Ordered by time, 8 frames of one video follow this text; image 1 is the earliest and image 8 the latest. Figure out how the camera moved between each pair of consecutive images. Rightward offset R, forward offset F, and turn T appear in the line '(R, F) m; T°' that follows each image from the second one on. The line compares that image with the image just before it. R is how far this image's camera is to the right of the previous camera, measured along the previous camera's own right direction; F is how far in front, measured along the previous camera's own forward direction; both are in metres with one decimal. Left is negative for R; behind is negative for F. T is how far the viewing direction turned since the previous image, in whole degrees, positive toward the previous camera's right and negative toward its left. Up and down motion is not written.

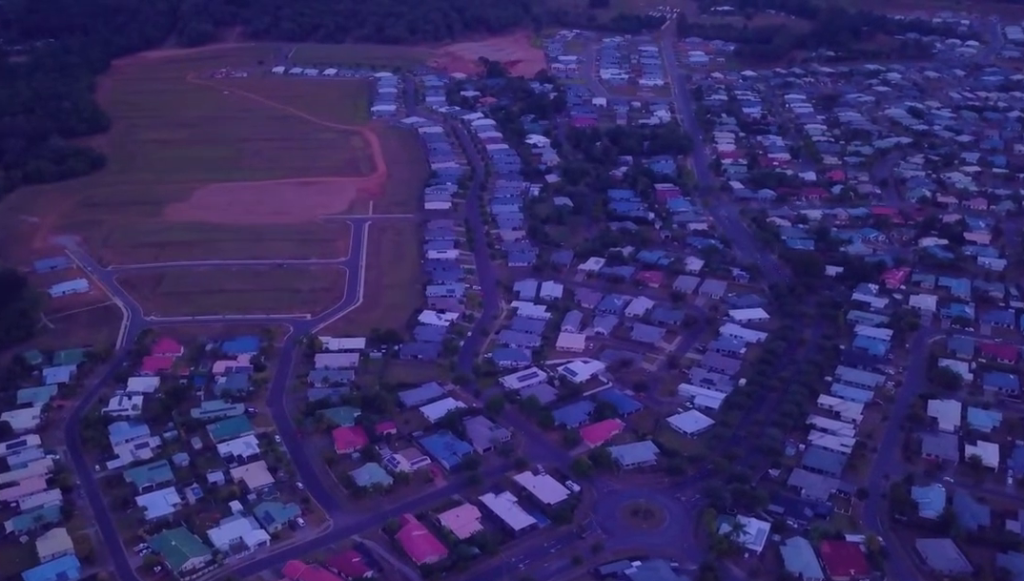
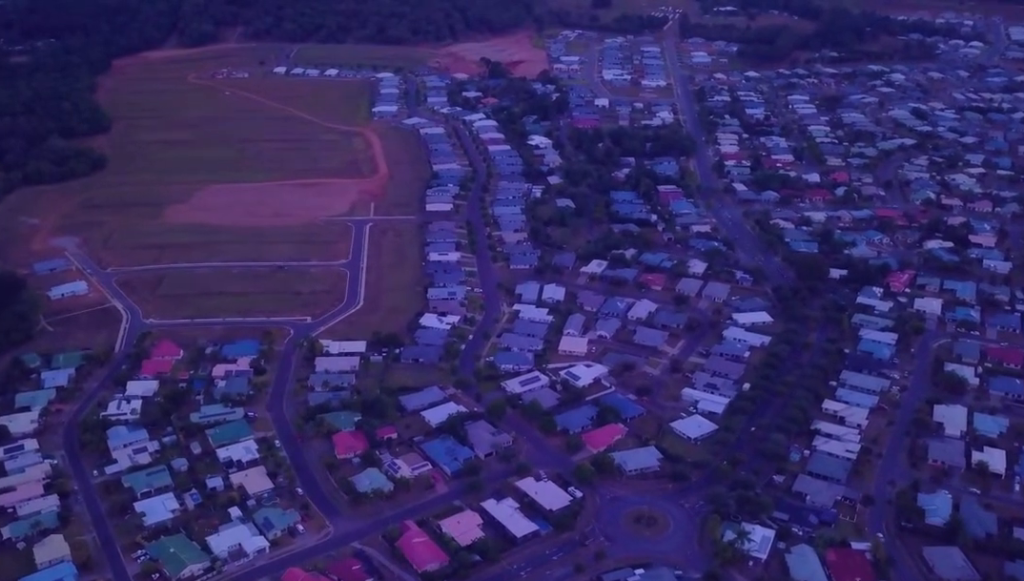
(0.0, +6.2) m; 0°
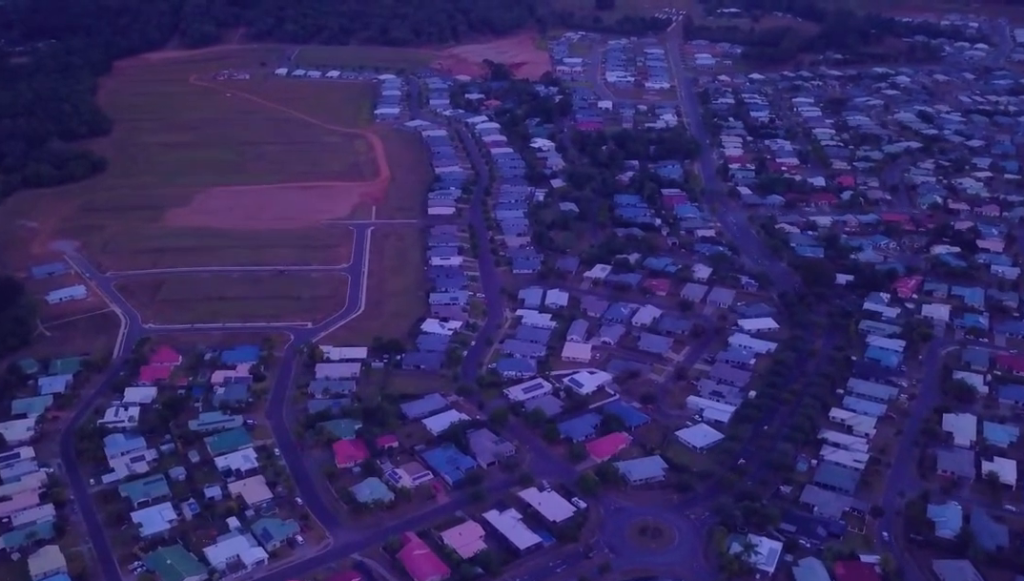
(0.0, +8.1) m; 0°
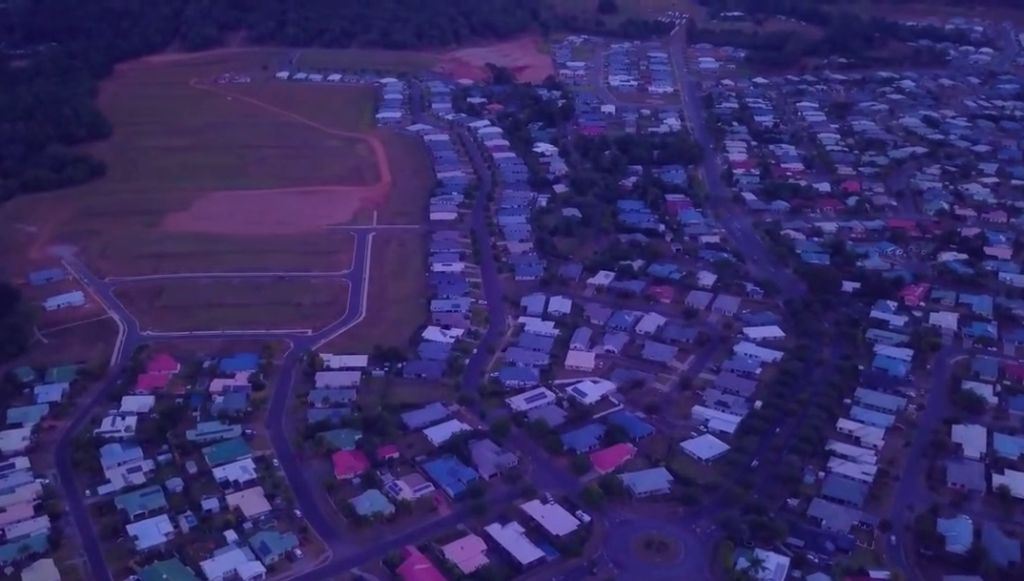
(0.0, +7.8) m; 0°
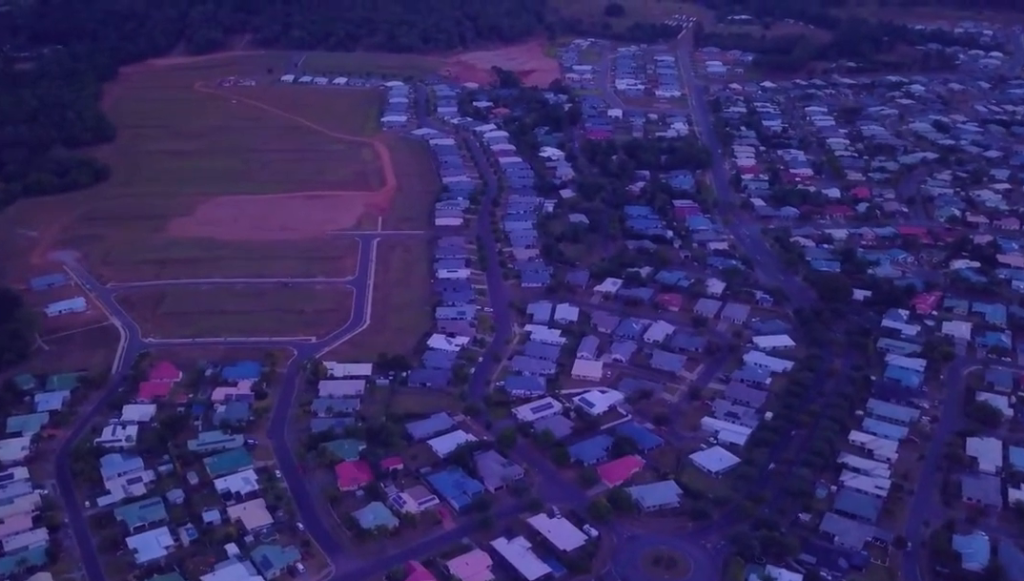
(0.0, +8.2) m; 0°
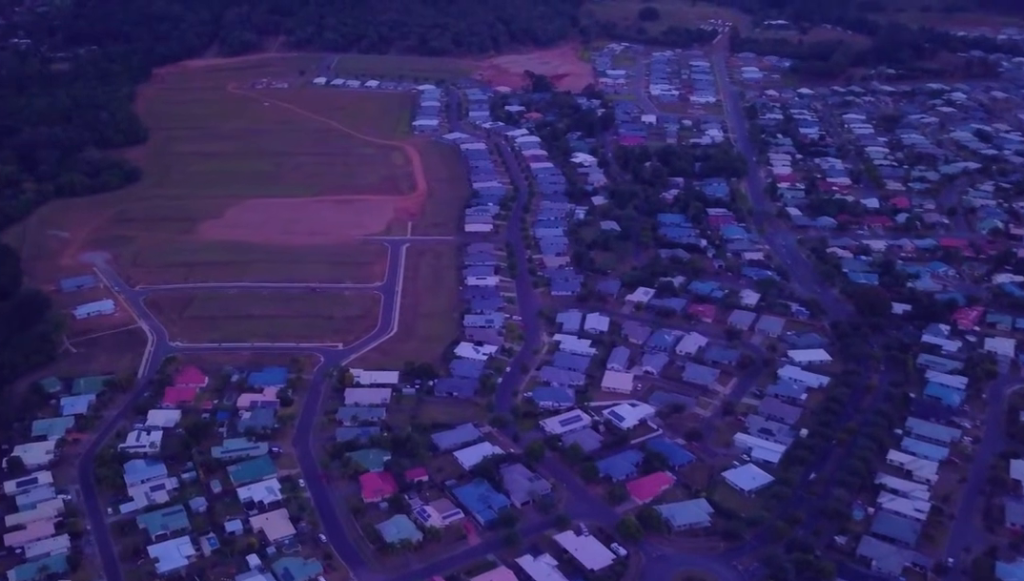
(0.0, +8.4) m; 0°
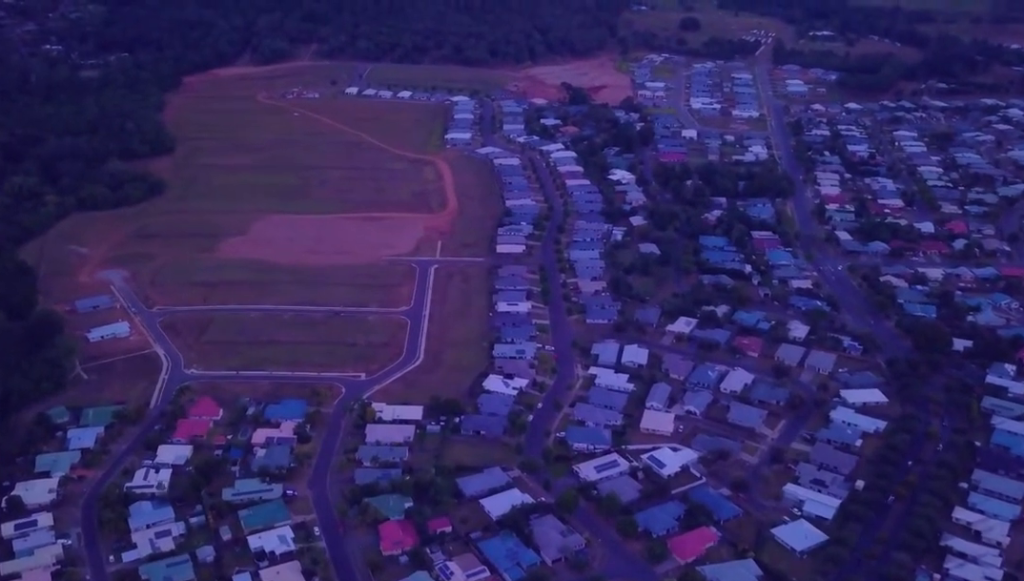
(0.0, +31.4) m; 0°
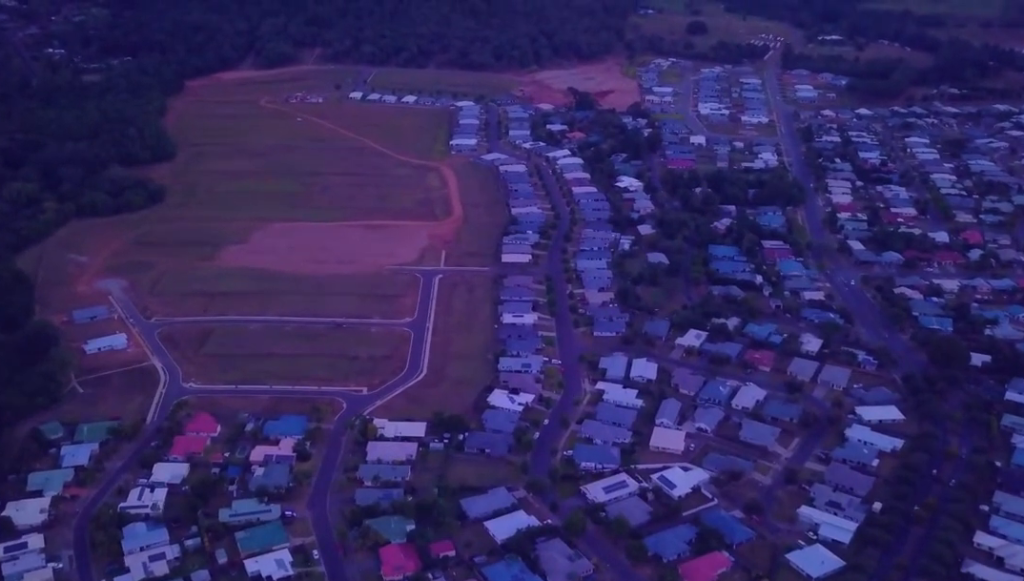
(0.0, +12.8) m; 0°
